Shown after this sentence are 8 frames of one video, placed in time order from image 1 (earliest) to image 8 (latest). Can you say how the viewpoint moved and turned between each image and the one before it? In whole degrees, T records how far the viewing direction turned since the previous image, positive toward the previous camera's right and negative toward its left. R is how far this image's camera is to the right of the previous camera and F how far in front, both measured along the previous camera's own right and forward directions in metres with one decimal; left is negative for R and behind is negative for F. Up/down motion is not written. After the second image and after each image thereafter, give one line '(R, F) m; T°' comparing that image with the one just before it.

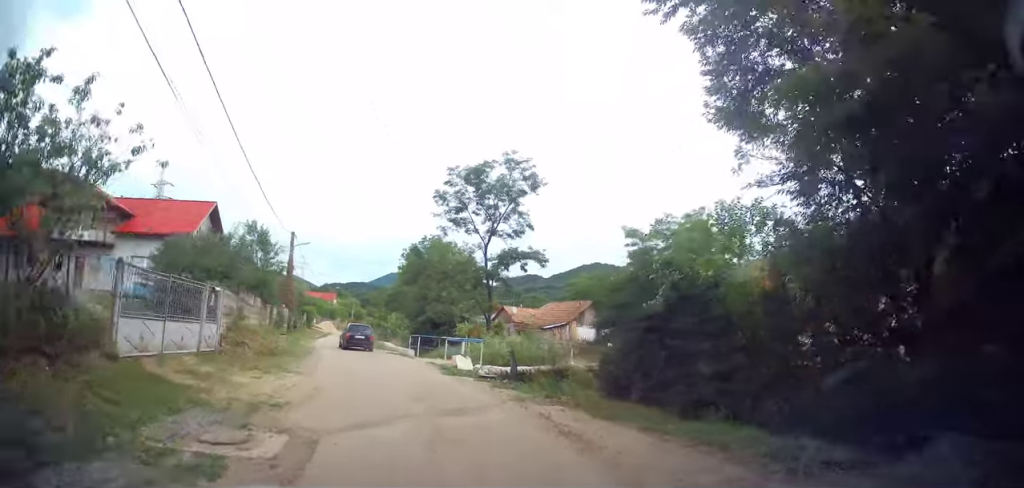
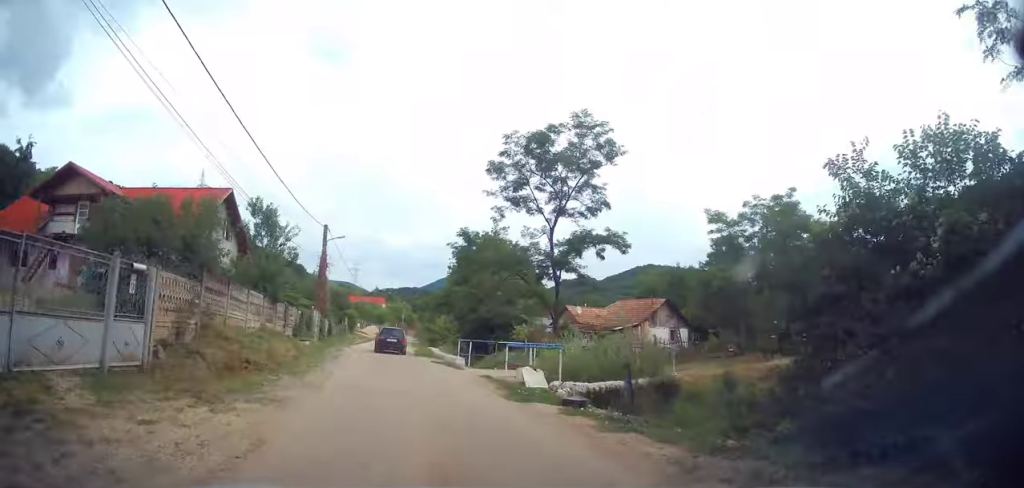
(-0.3, +6.0) m; -6°
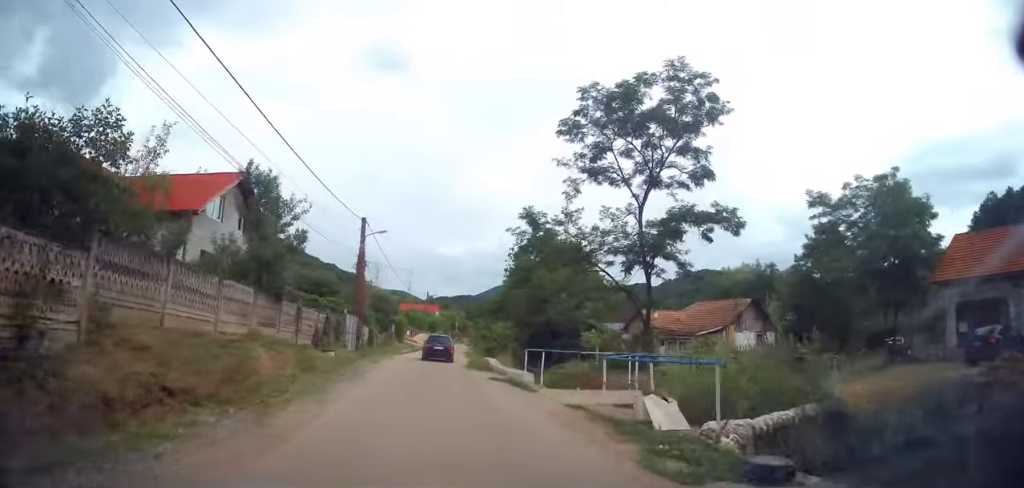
(-0.2, +5.6) m; -6°
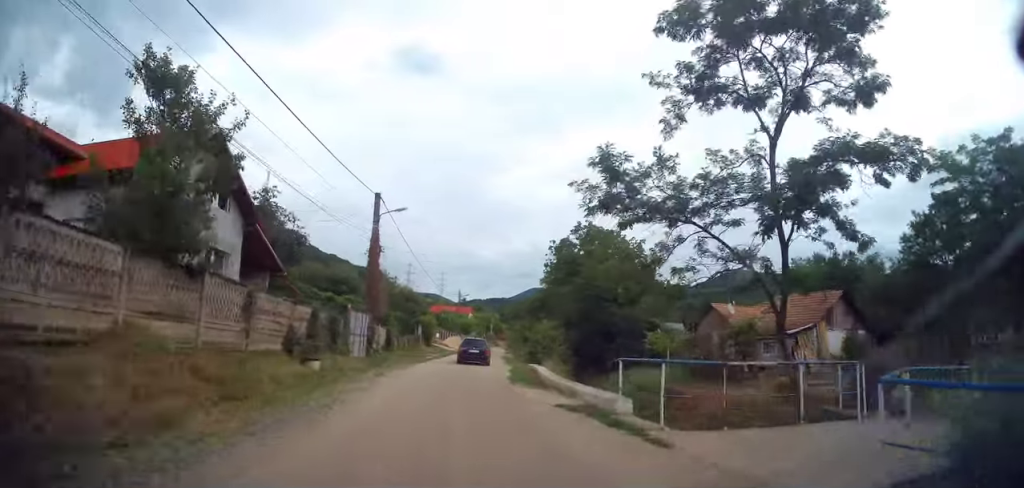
(-0.4, +7.0) m; -4°
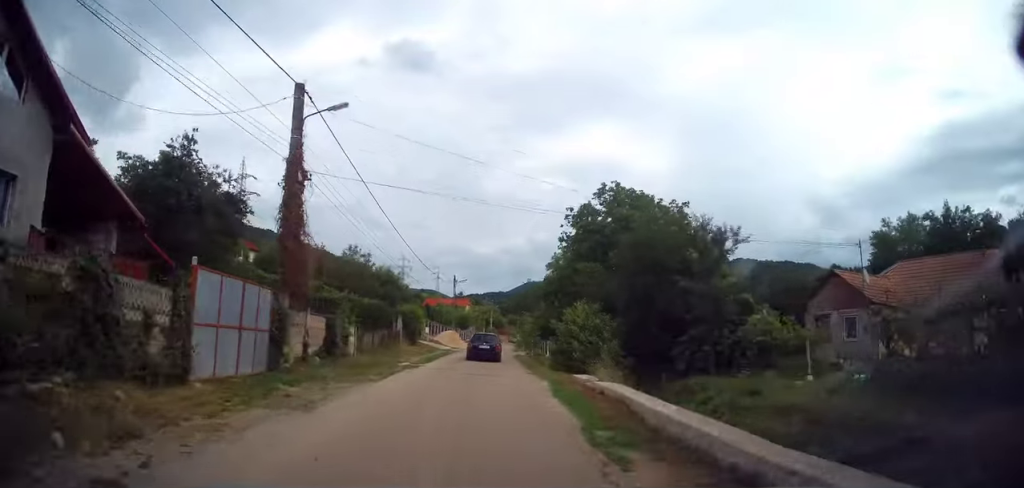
(+0.2, +12.4) m; +3°
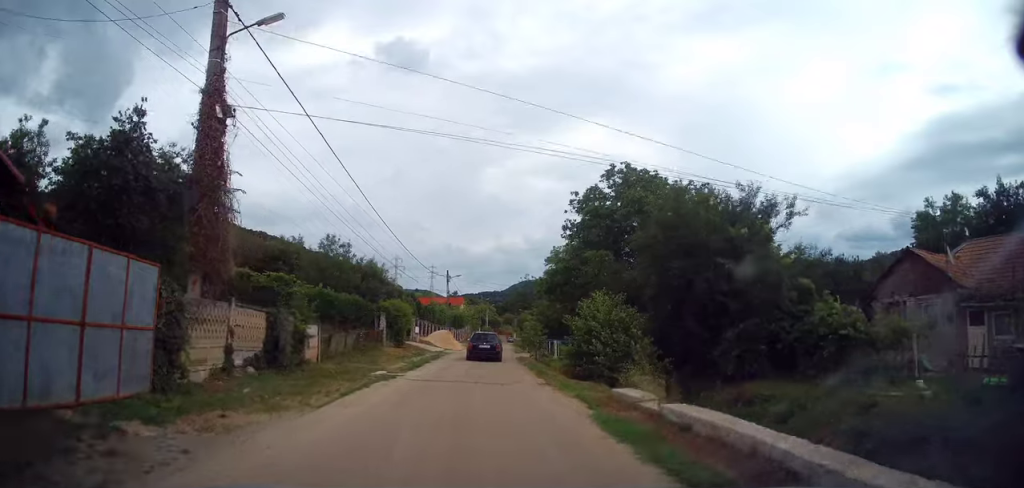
(+0.1, +4.8) m; +1°
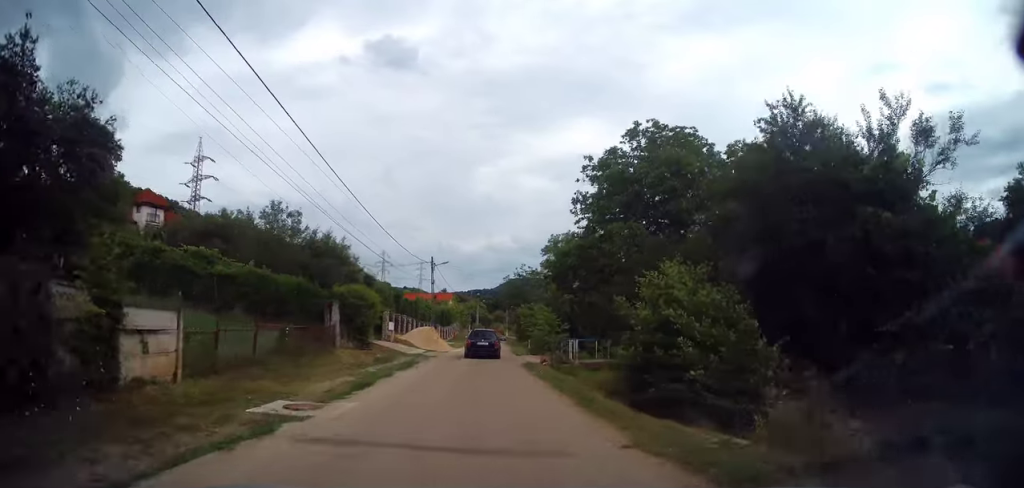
(0.0, +8.6) m; 0°
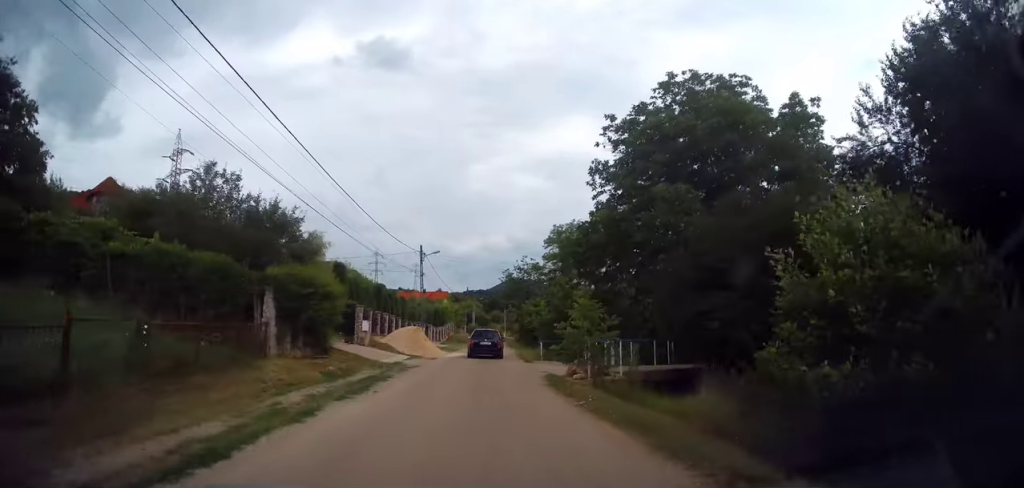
(0.0, +7.2) m; 0°
